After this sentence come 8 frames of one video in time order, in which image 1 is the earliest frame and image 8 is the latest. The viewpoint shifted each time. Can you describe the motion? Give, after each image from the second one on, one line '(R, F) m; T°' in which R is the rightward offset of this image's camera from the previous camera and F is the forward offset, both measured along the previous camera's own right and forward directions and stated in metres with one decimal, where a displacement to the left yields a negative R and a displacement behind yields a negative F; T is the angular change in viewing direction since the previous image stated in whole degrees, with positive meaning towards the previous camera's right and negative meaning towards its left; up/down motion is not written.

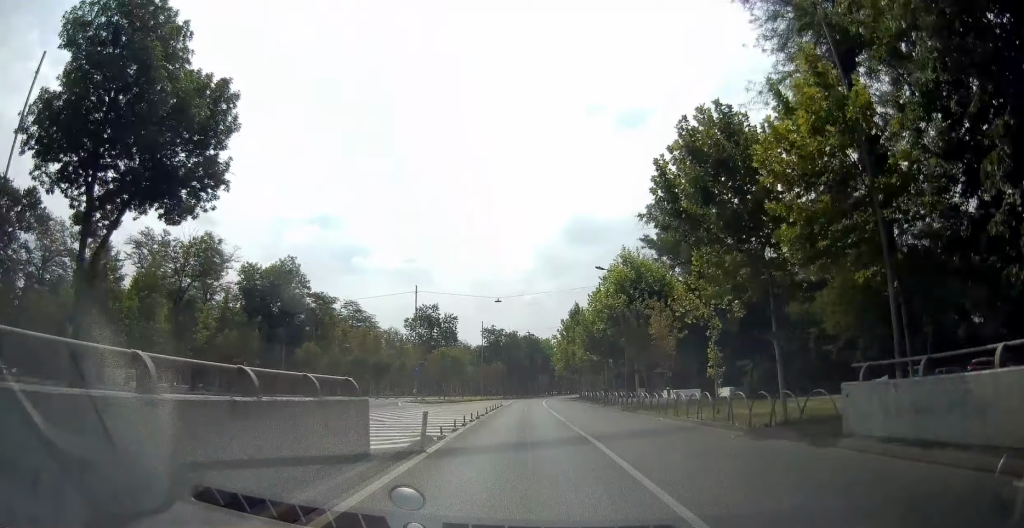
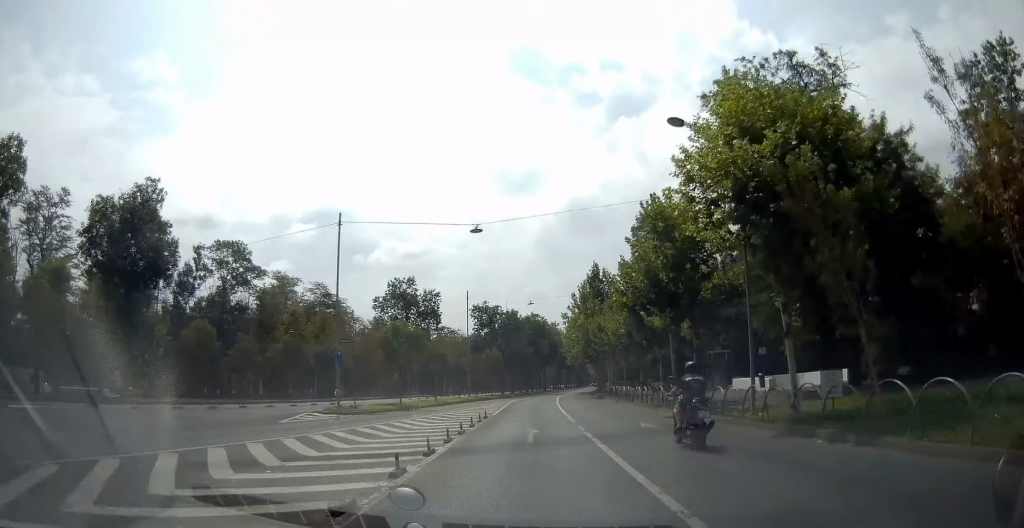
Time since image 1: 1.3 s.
(0.0, +21.8) m; 0°
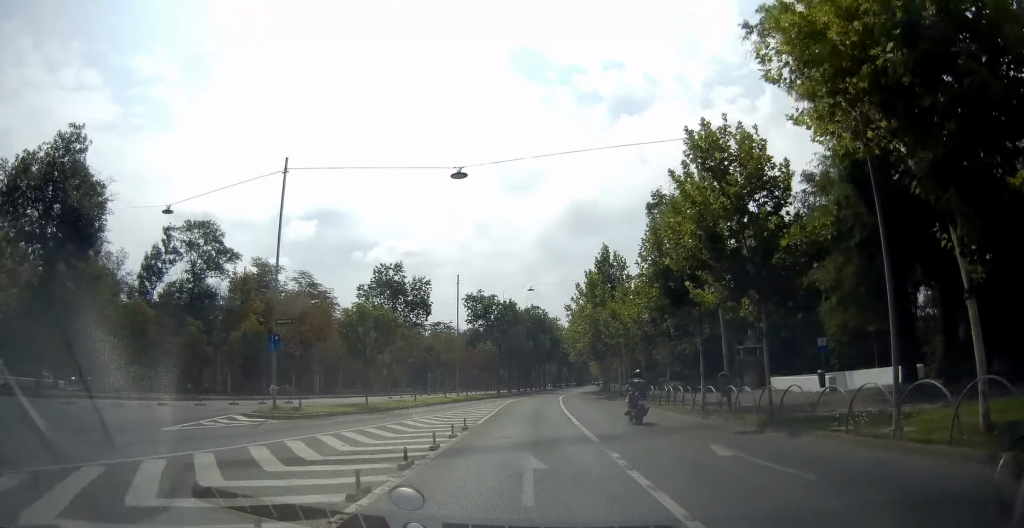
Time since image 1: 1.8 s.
(0.0, +7.8) m; 0°
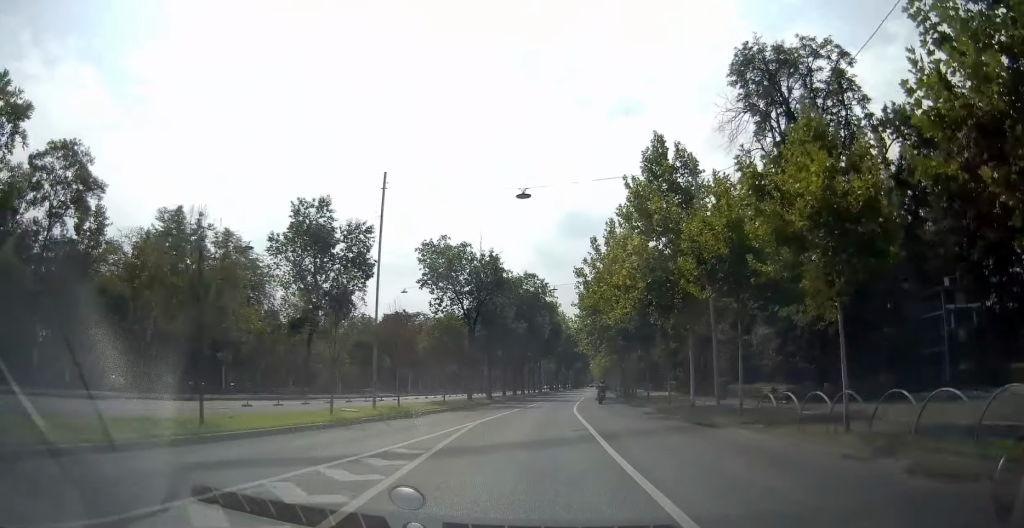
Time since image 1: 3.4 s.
(+0.3, +25.0) m; +2°
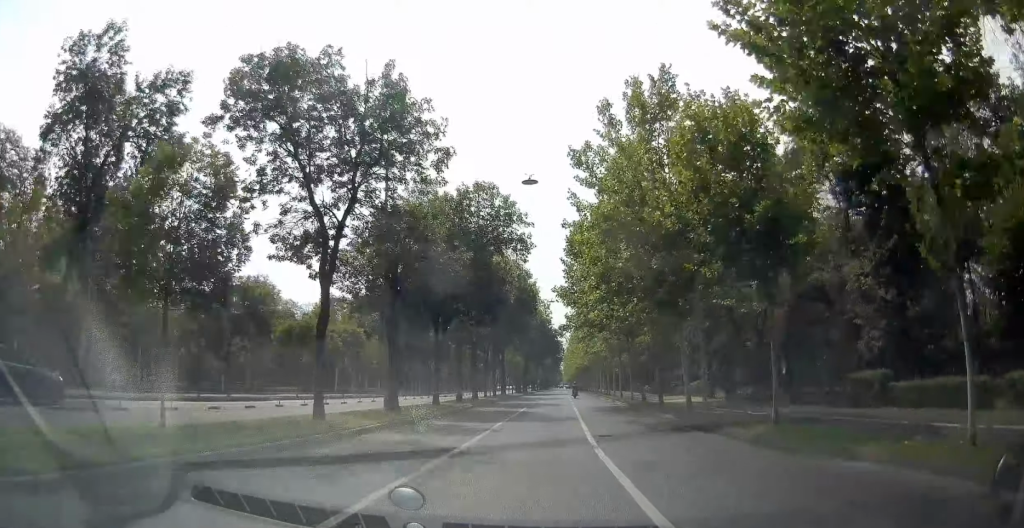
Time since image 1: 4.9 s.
(+0.7, +25.1) m; +3°
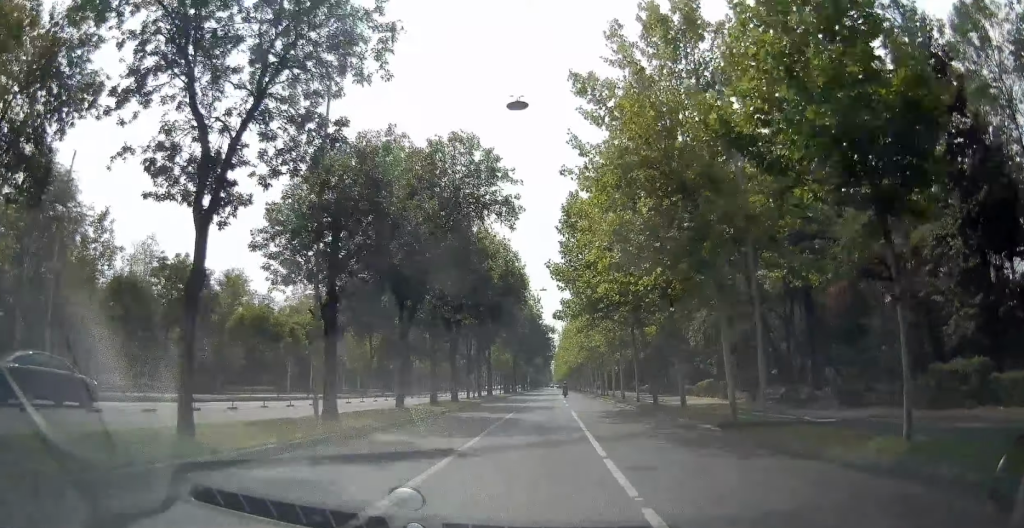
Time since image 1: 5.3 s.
(-0.1, +6.5) m; +1°
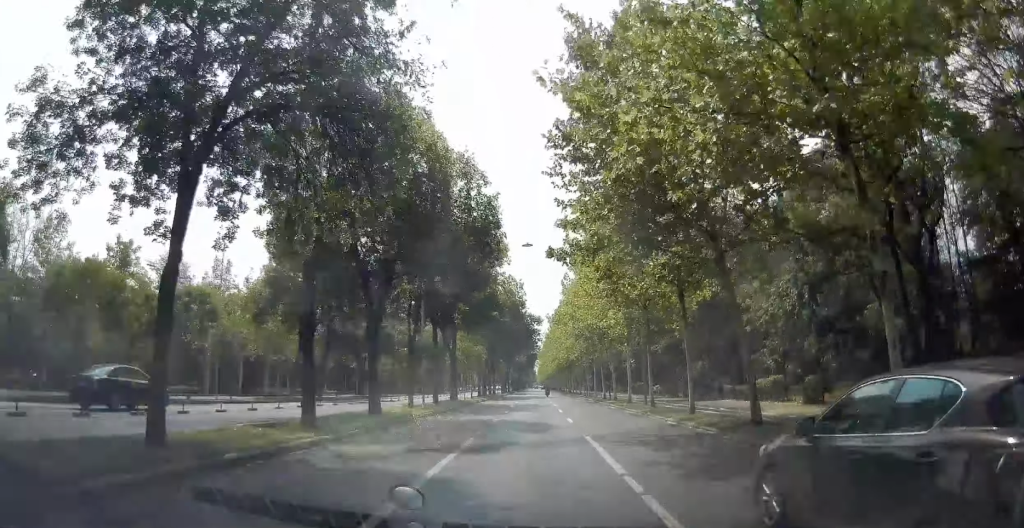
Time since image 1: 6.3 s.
(+0.4, +16.7) m; +2°
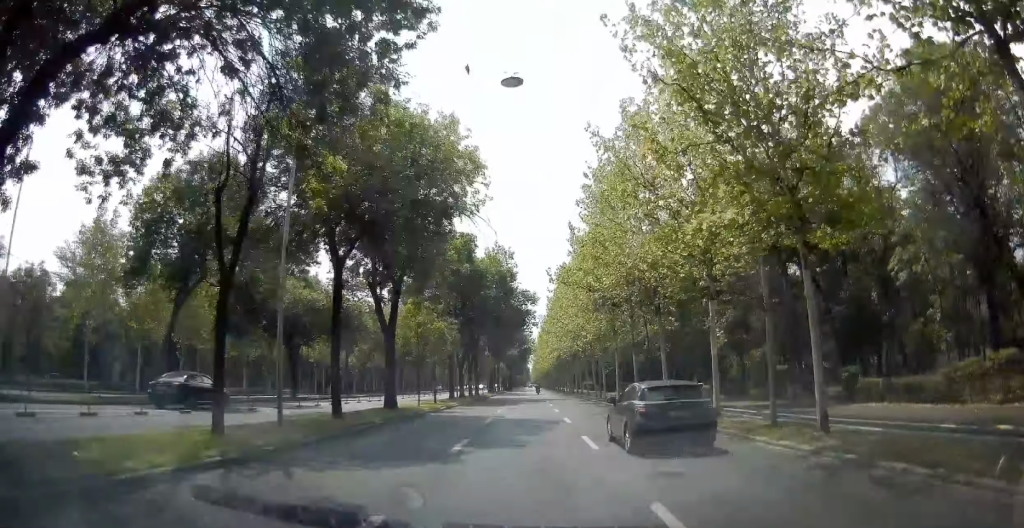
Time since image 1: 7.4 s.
(+0.1, +18.4) m; 0°
